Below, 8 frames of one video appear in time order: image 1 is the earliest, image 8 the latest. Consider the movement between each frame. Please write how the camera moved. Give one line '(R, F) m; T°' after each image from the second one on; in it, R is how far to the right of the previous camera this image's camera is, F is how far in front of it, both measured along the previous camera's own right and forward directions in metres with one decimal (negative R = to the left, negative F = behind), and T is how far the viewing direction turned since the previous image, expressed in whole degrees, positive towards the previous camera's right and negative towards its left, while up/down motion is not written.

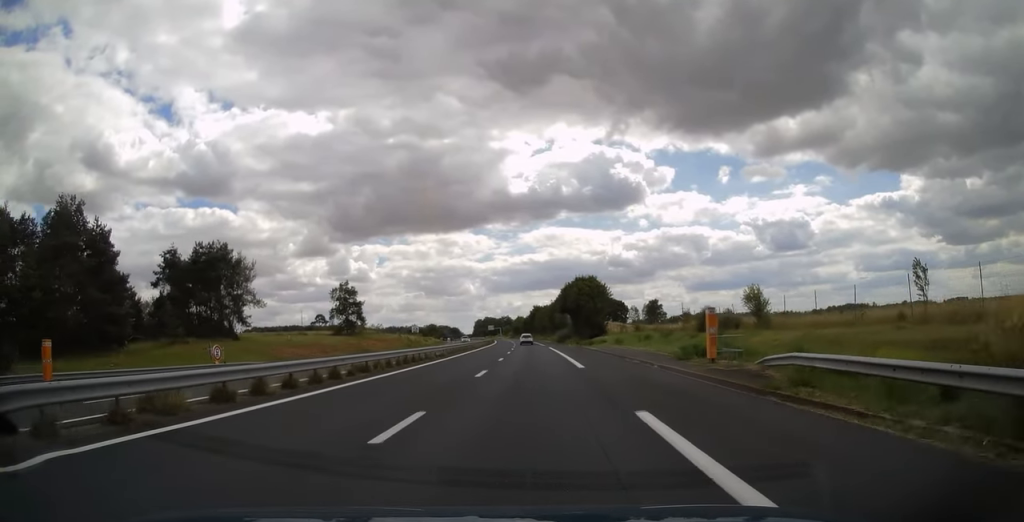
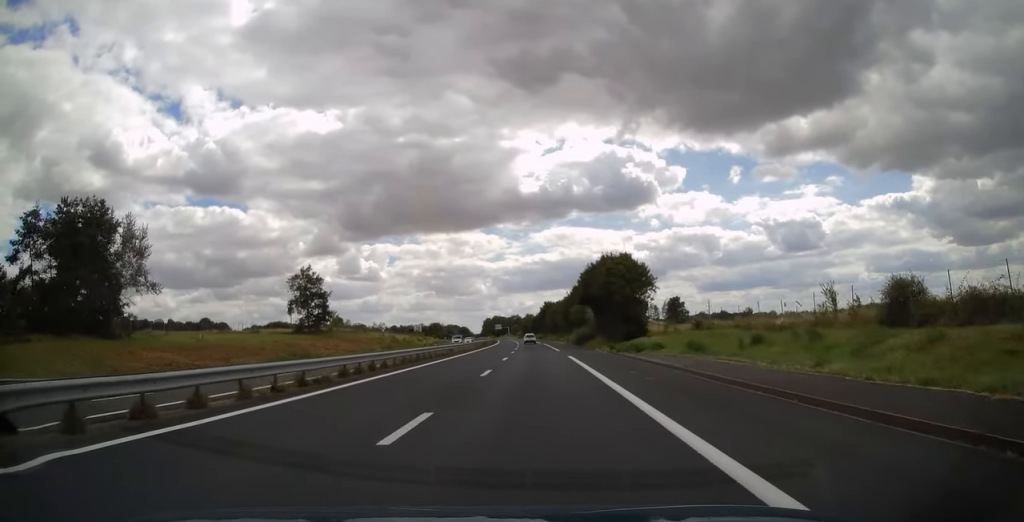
(-0.4, +25.6) m; -1°
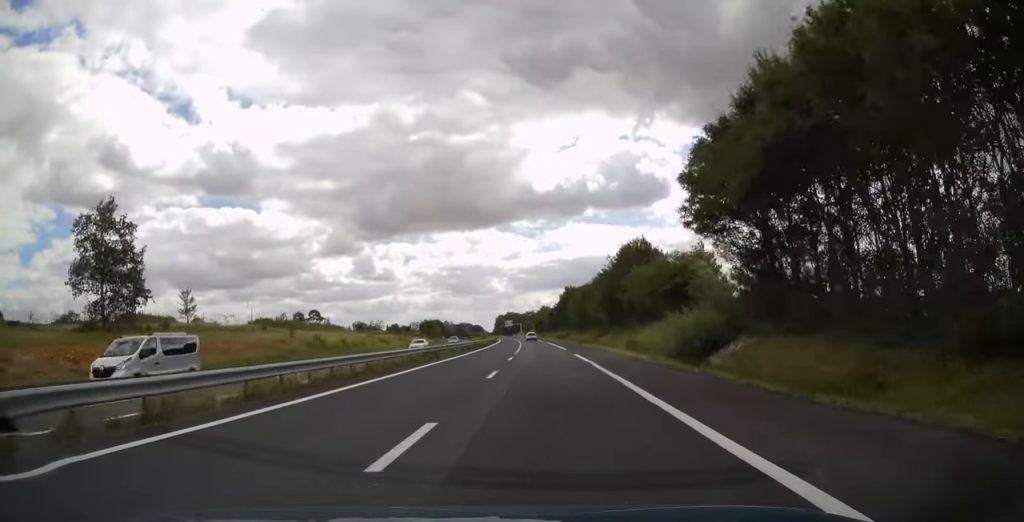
(-0.9, +52.3) m; -2°
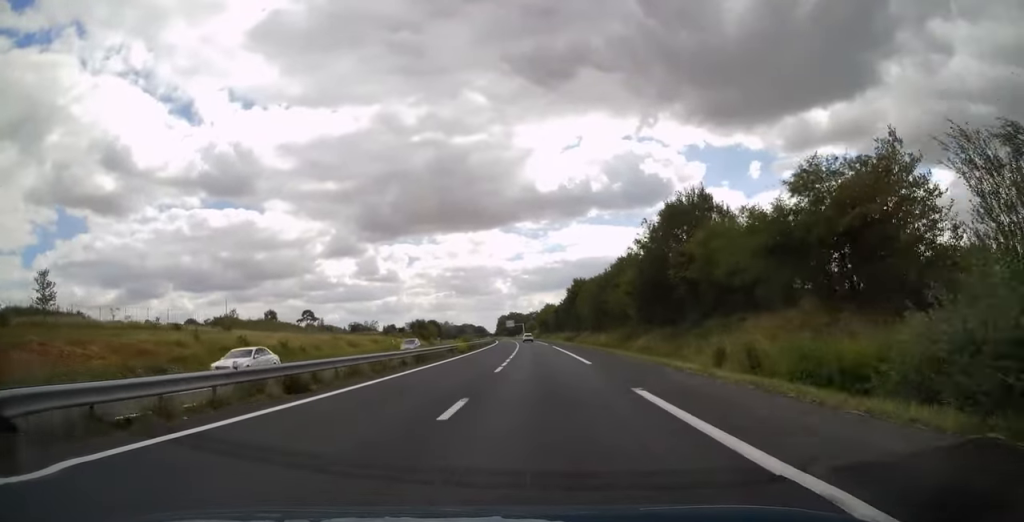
(-0.1, +21.5) m; -1°
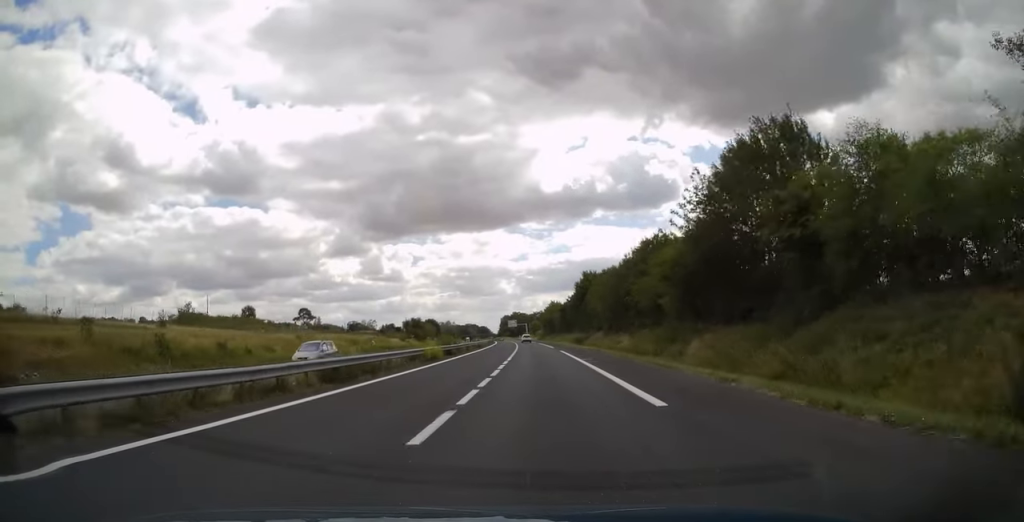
(0.0, +14.7) m; 0°
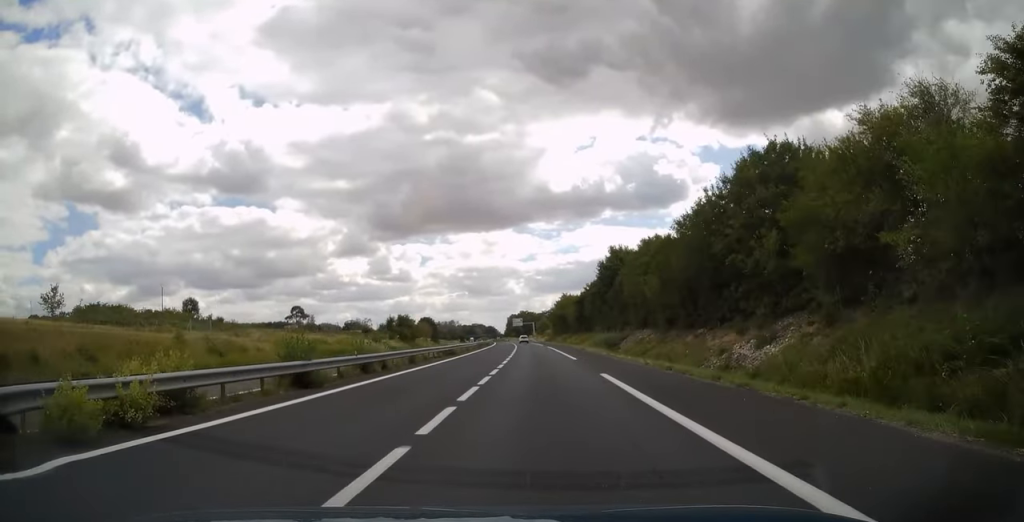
(-0.1, +28.9) m; 0°
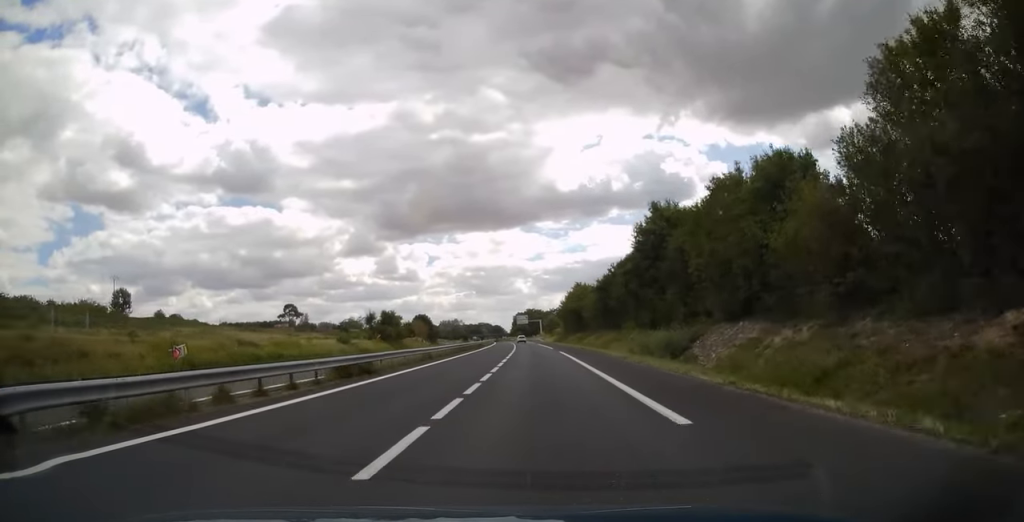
(-0.1, +24.0) m; -1°
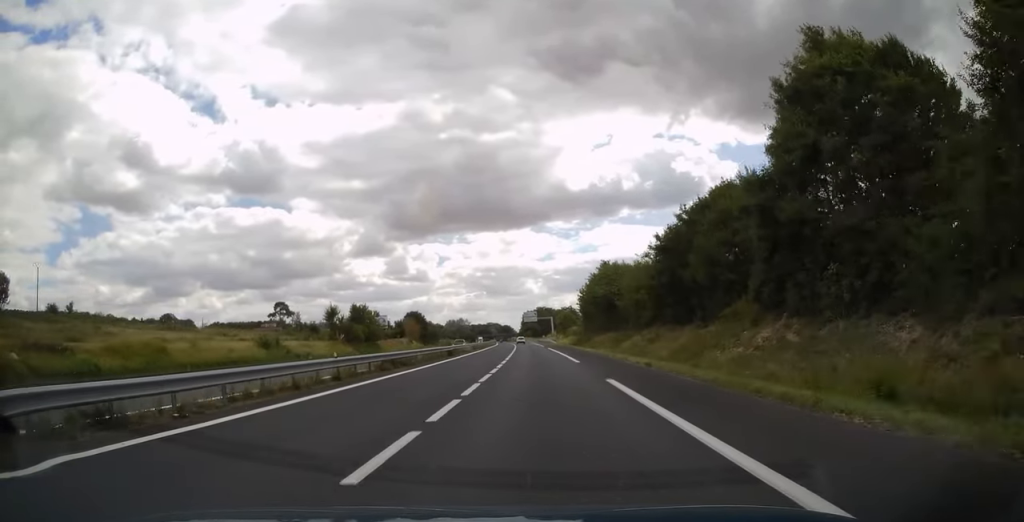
(-0.3, +29.8) m; -1°
